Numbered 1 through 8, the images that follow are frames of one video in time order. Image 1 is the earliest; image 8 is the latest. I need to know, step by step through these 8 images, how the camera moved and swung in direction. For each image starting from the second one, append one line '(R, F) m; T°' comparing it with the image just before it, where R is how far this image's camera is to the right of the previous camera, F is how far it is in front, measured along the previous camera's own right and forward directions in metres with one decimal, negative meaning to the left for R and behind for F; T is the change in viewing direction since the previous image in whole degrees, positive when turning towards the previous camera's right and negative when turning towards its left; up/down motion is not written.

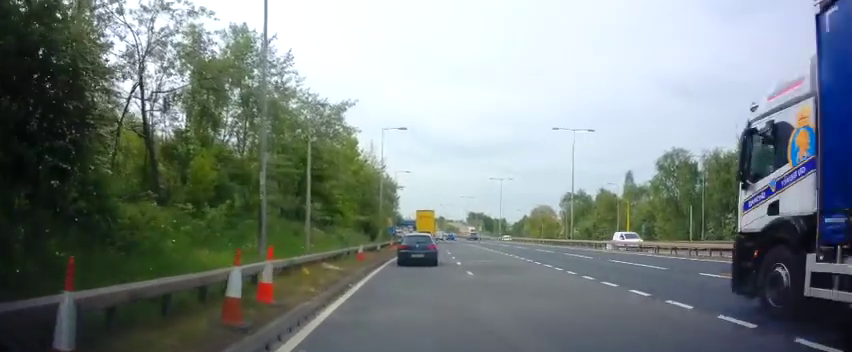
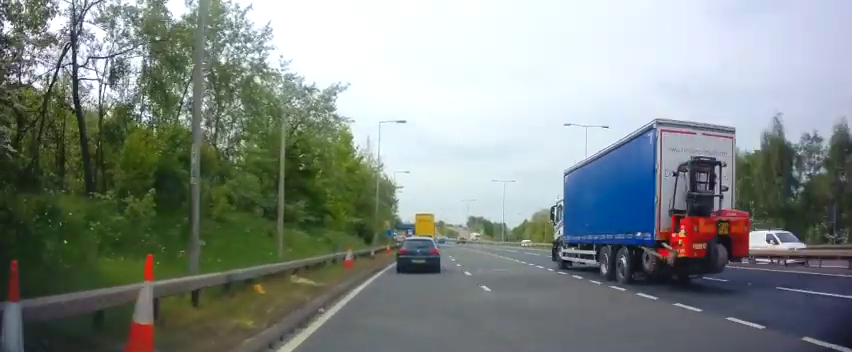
(+0.1, +4.1) m; -2°
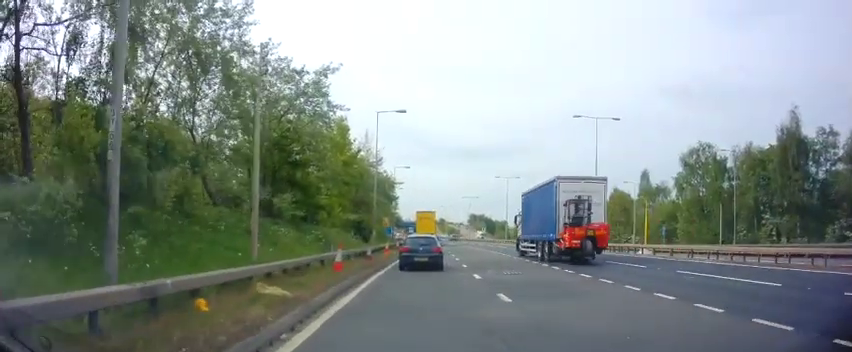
(-0.2, +2.5) m; -4°
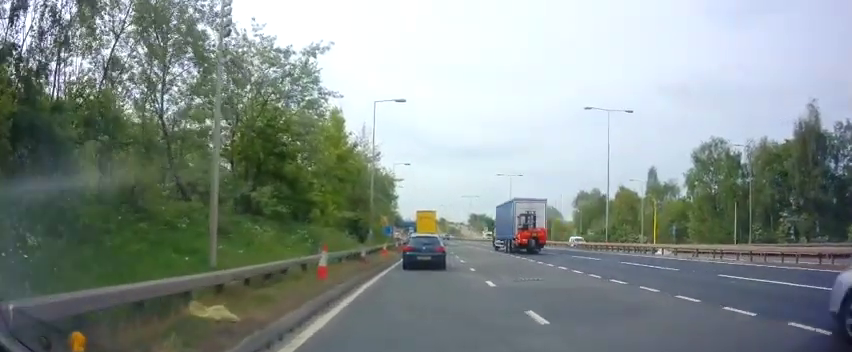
(-0.1, +2.9) m; -1°
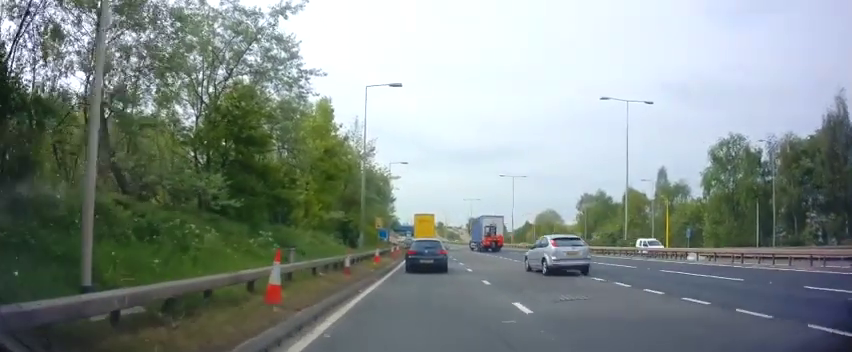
(+0.1, +4.1) m; +3°
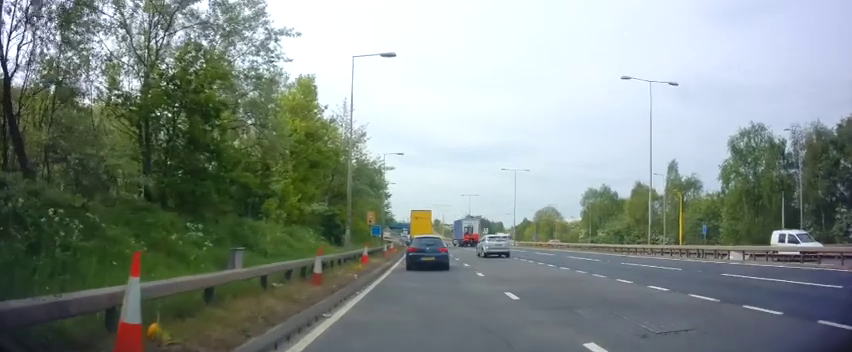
(+0.2, +3.8) m; +1°
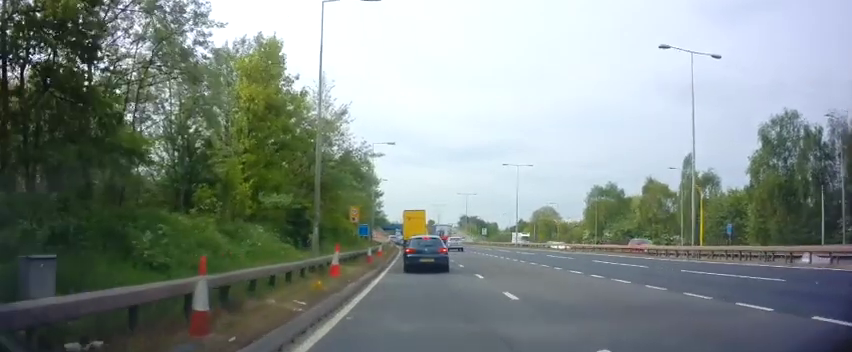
(-0.3, +5.9) m; -2°
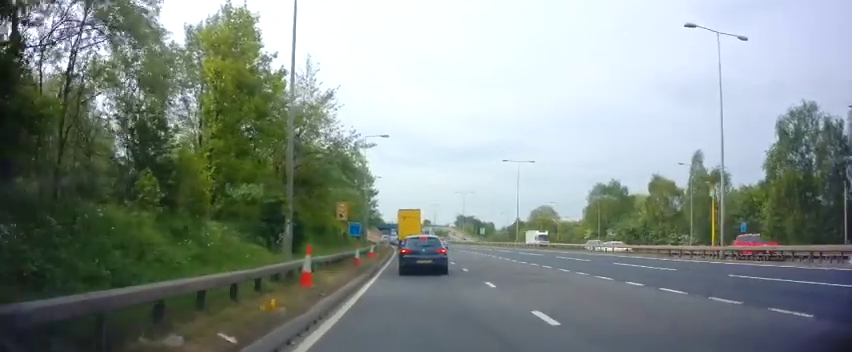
(0.0, +3.1) m; +2°
